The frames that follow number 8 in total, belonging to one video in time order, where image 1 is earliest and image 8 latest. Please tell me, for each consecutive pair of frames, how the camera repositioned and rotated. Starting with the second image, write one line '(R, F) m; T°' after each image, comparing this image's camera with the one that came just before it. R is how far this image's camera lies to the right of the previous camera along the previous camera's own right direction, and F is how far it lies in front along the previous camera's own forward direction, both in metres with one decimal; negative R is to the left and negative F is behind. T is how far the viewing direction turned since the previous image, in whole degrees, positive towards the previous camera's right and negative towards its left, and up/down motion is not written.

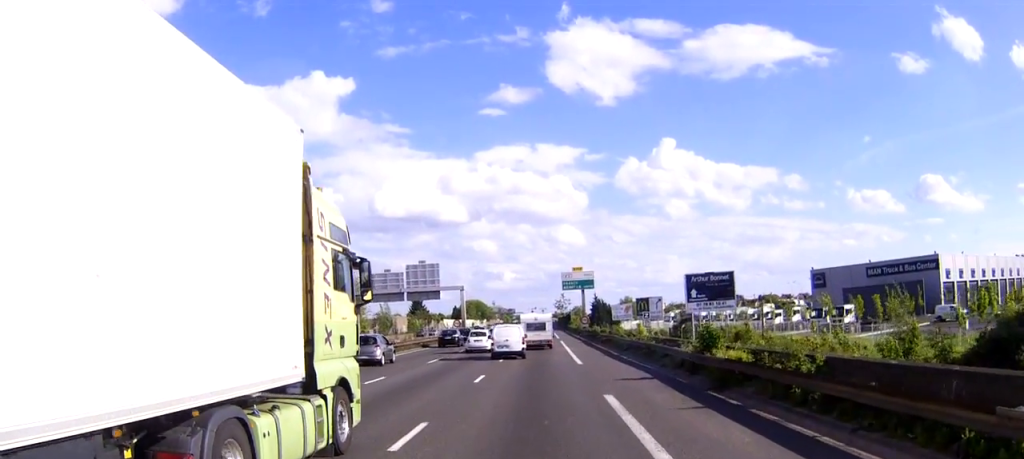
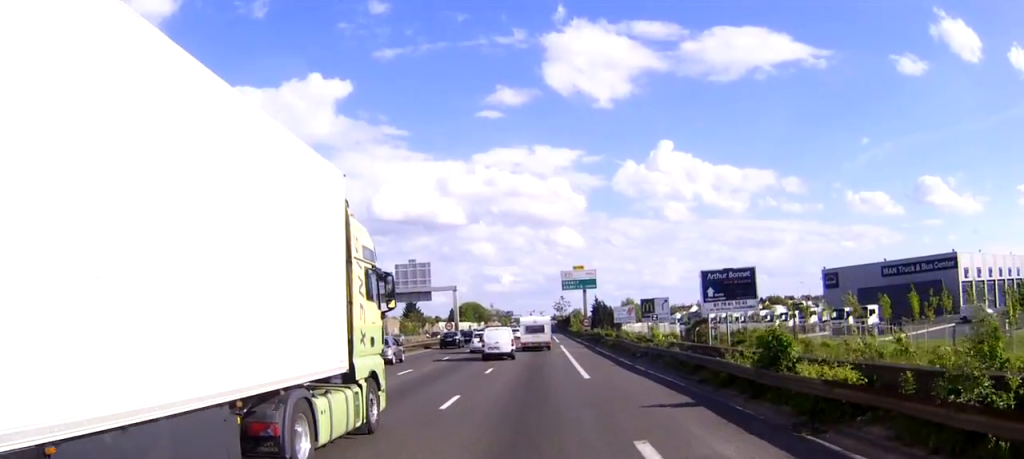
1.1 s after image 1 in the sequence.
(+0.1, +7.7) m; +1°
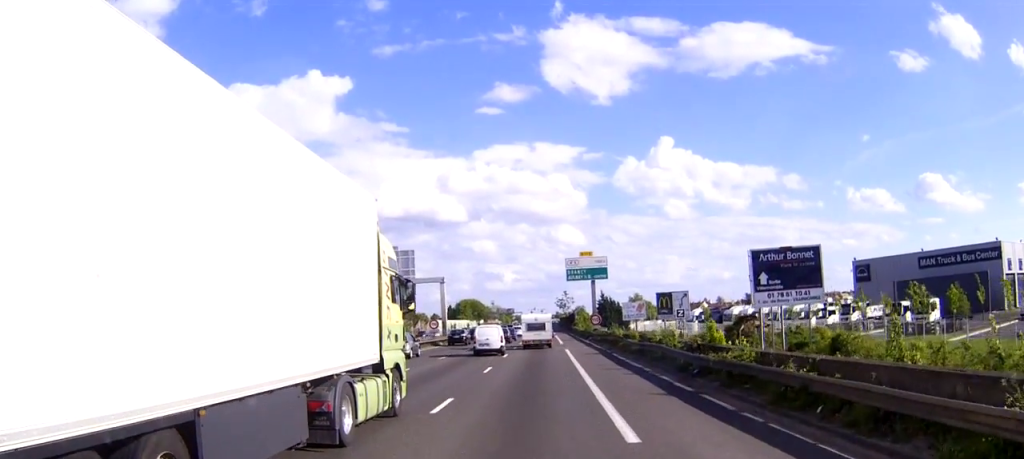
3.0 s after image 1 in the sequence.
(0.0, +14.6) m; -1°
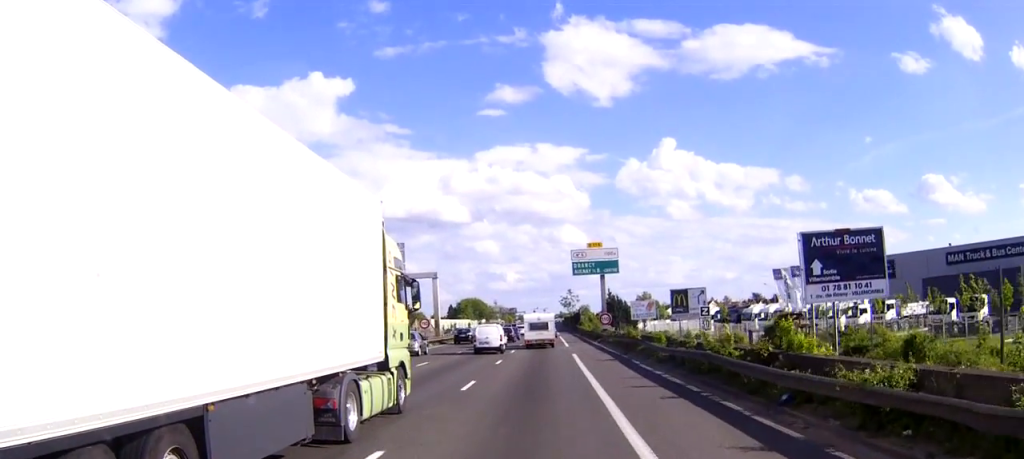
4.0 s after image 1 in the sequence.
(-0.1, +8.6) m; -2°
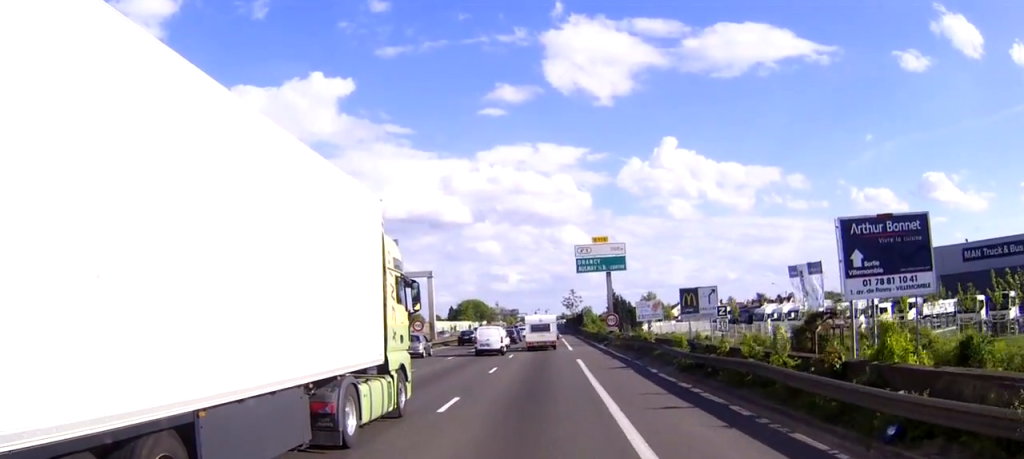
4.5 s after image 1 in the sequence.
(-0.1, +4.7) m; -1°
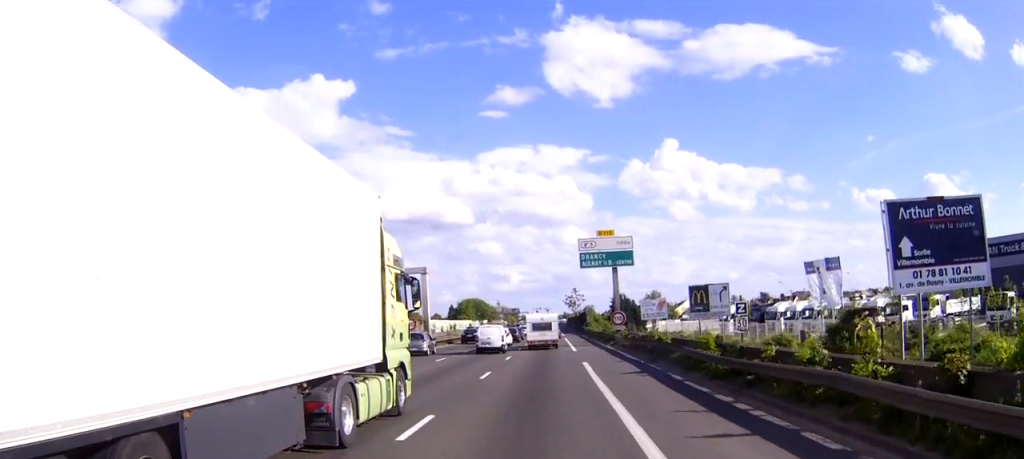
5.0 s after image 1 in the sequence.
(0.0, +4.4) m; 0°
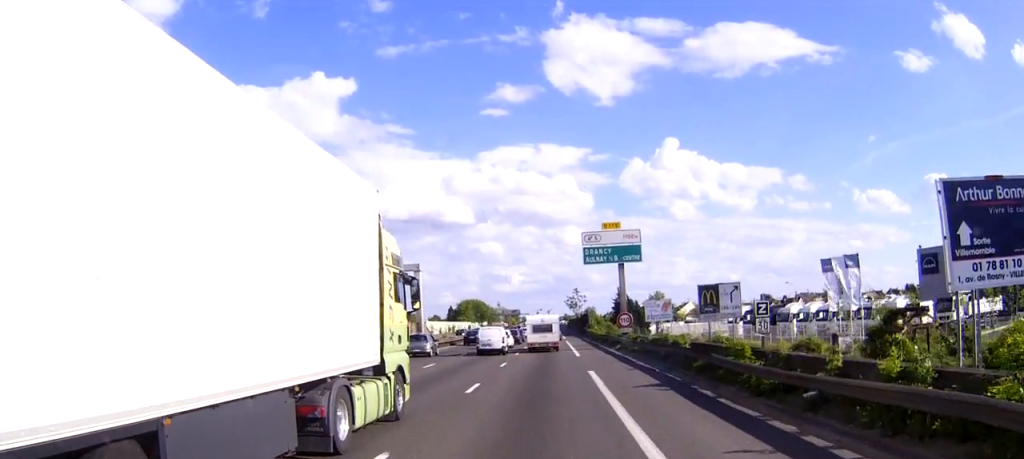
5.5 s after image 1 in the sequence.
(0.0, +4.2) m; 0°
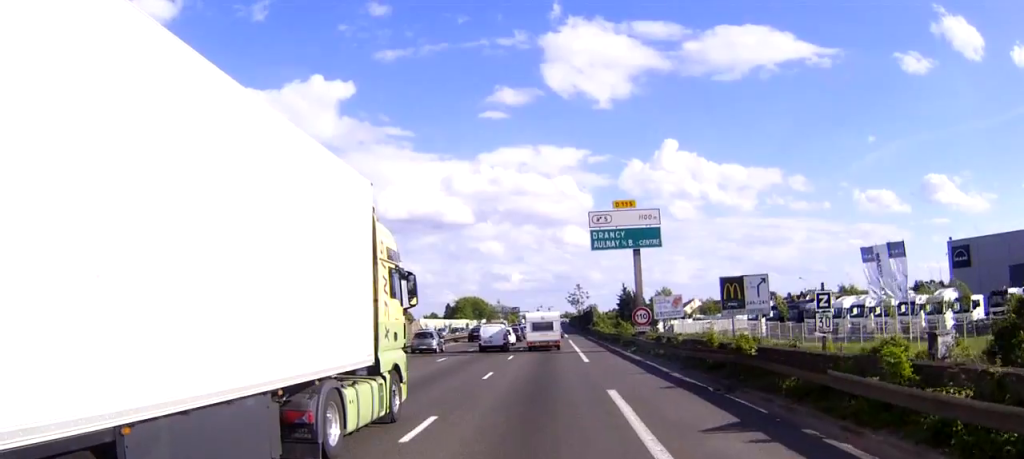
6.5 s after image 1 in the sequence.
(+0.1, +8.9) m; +1°
